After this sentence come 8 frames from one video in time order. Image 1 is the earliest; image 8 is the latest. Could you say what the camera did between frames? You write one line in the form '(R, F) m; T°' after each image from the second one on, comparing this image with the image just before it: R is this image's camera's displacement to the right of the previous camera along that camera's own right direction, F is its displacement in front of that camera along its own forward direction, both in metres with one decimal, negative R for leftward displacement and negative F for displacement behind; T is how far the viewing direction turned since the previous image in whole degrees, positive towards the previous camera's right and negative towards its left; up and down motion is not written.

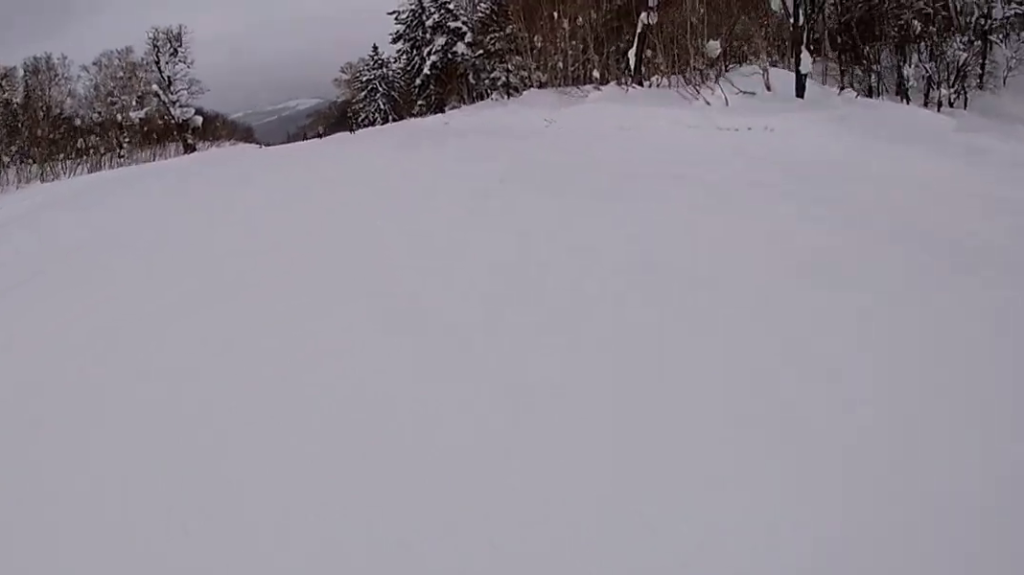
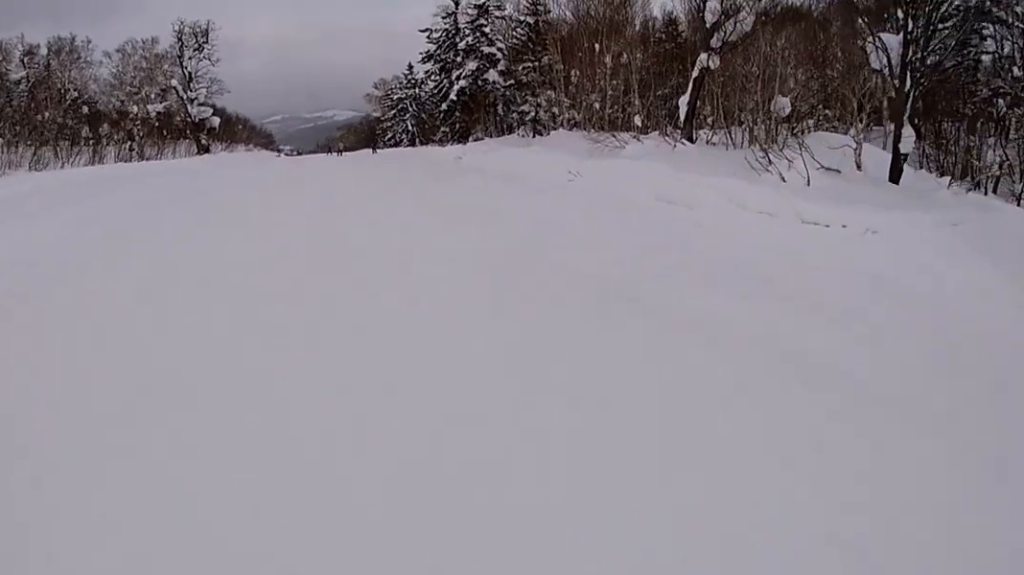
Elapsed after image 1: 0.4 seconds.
(+0.1, +4.8) m; +2°
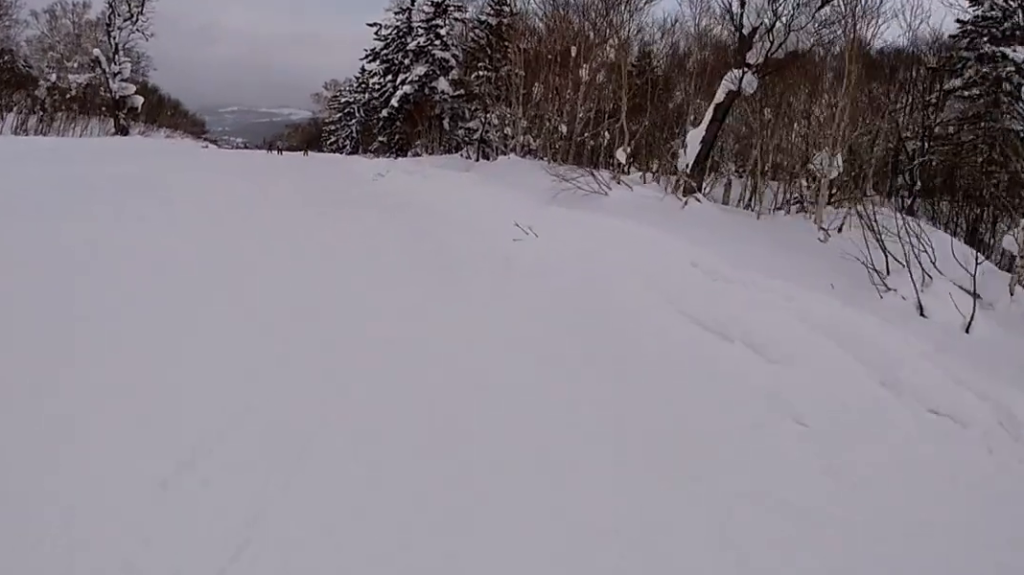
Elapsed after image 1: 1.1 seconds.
(+0.1, +7.0) m; 0°
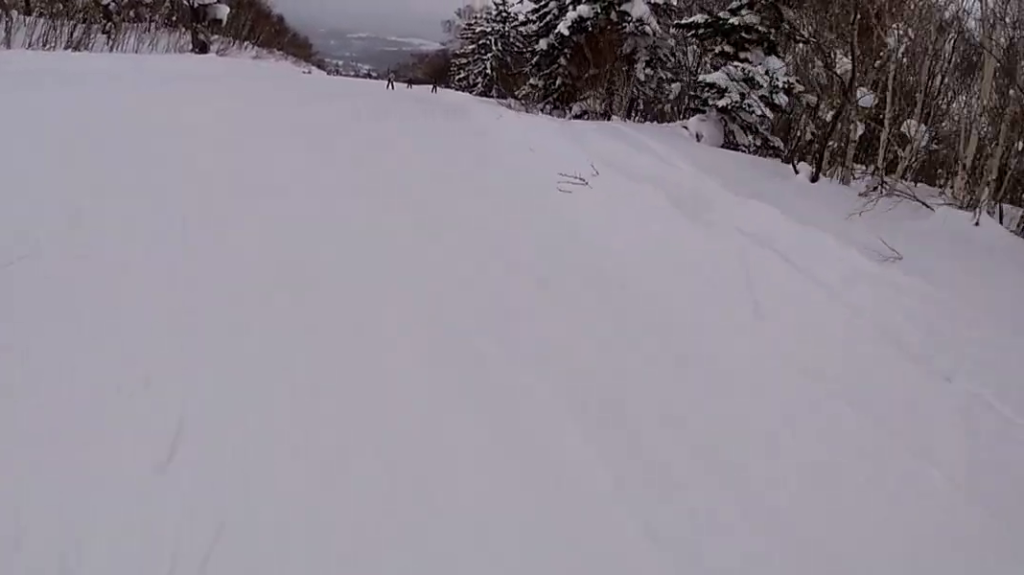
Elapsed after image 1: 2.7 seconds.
(-1.7, +14.5) m; -21°
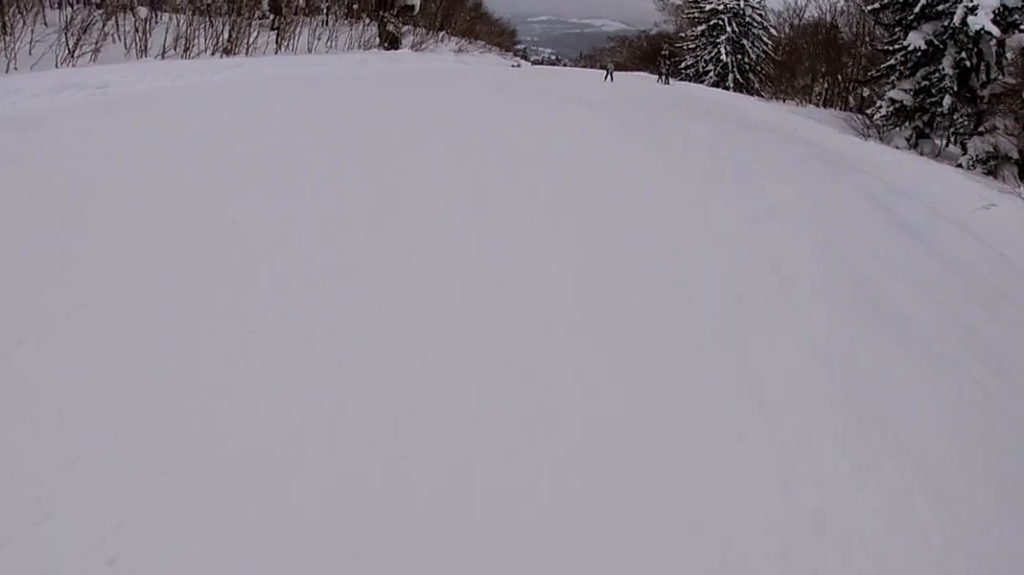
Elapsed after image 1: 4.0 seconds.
(-3.2, +11.8) m; -18°
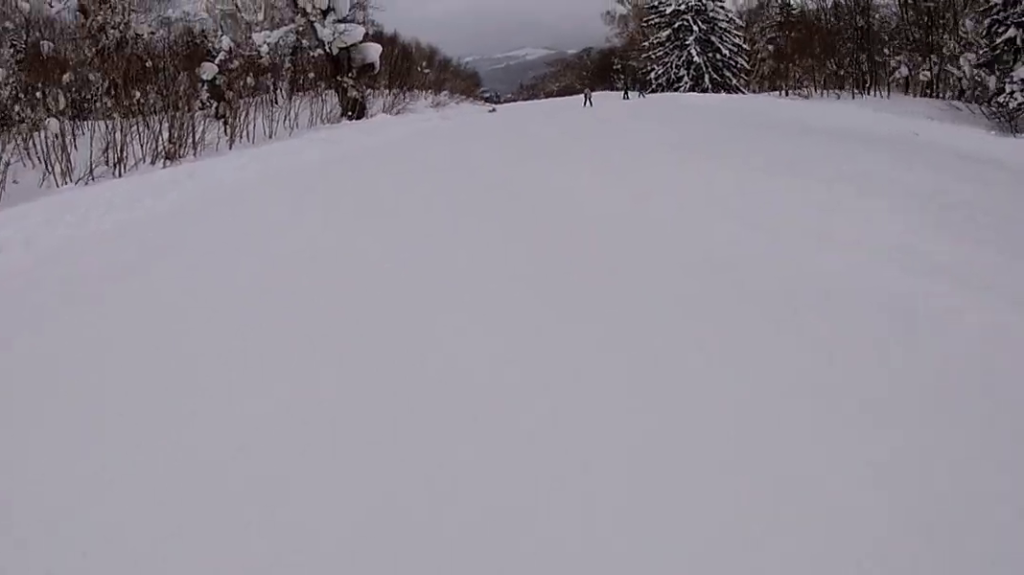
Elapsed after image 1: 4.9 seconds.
(+0.4, +7.6) m; -1°
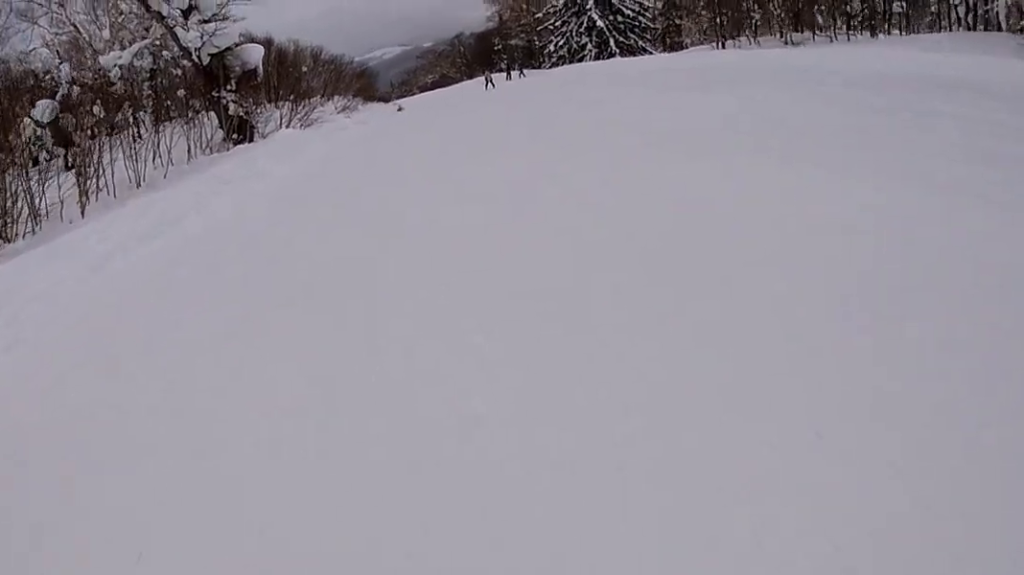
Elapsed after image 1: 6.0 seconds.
(-0.5, +8.6) m; +8°
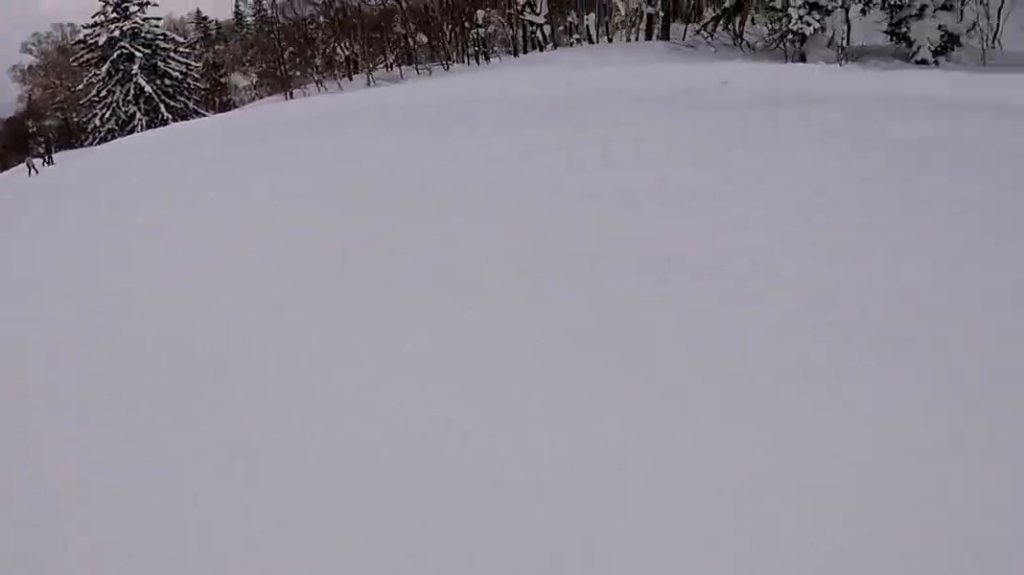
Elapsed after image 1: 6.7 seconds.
(+0.8, +5.8) m; +12°
